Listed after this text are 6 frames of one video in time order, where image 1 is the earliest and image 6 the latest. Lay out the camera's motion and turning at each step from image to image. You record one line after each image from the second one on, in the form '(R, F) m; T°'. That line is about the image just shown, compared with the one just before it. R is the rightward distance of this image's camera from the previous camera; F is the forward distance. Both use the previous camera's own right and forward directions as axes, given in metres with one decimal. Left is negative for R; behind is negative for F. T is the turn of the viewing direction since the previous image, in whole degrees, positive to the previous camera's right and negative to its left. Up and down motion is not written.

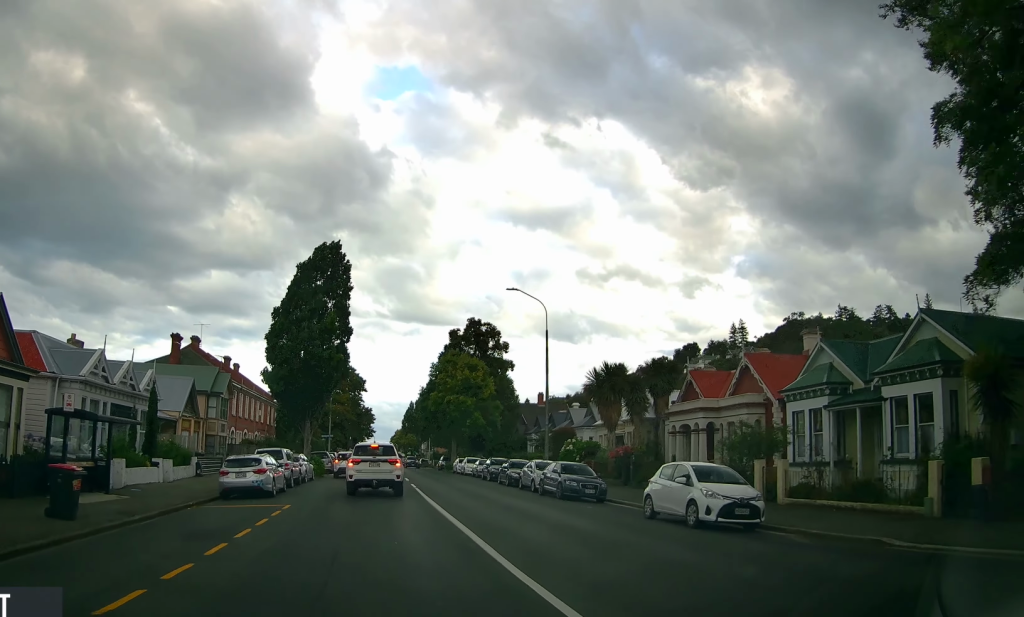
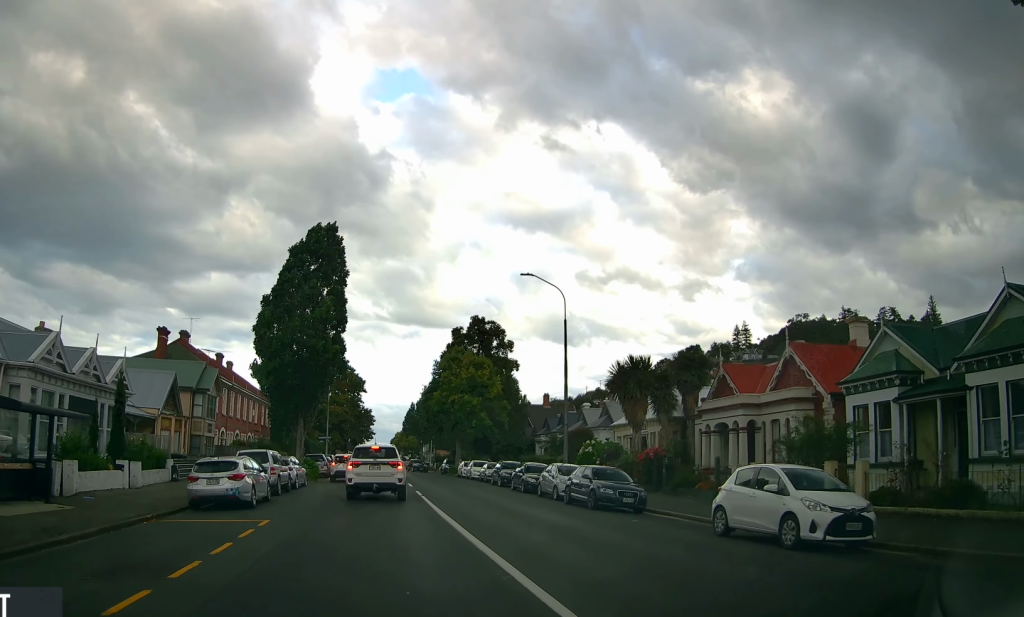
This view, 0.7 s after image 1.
(+0.1, +4.3) m; -1°
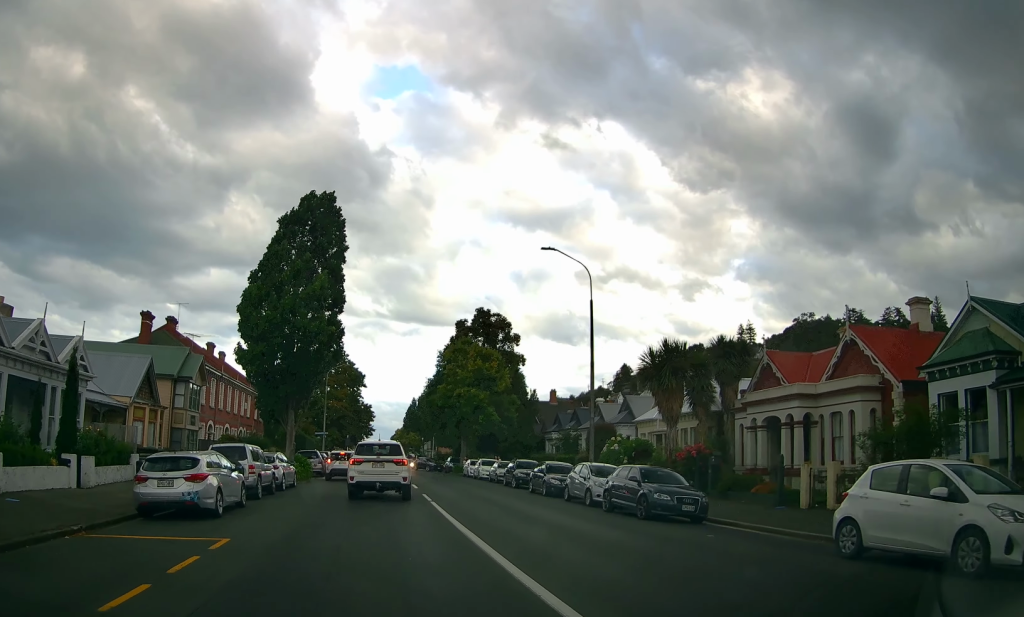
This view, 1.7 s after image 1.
(-0.1, +5.1) m; -2°
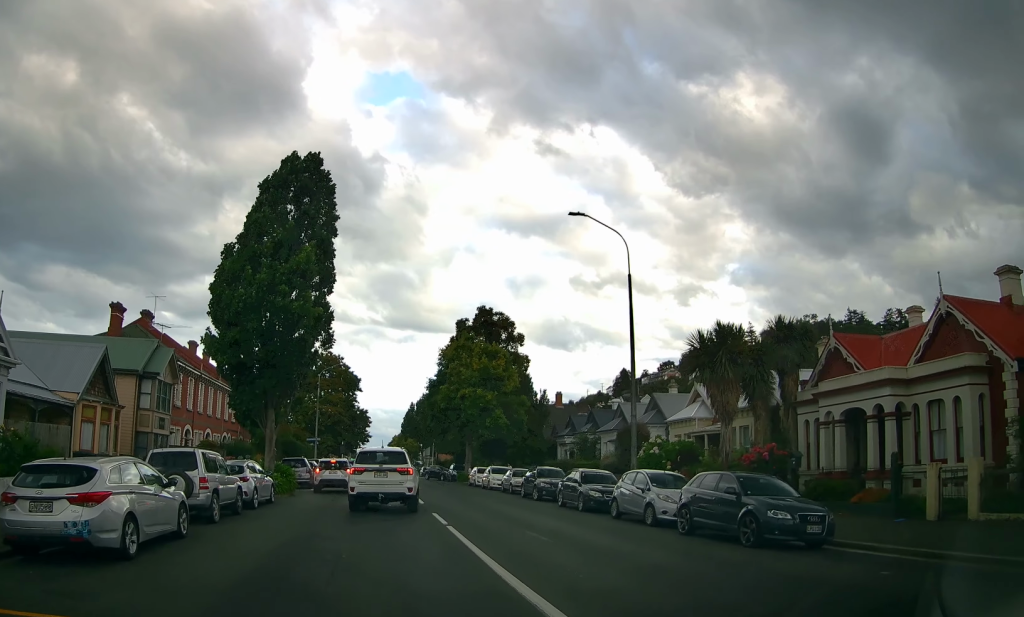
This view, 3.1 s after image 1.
(+0.4, +5.2) m; +3°
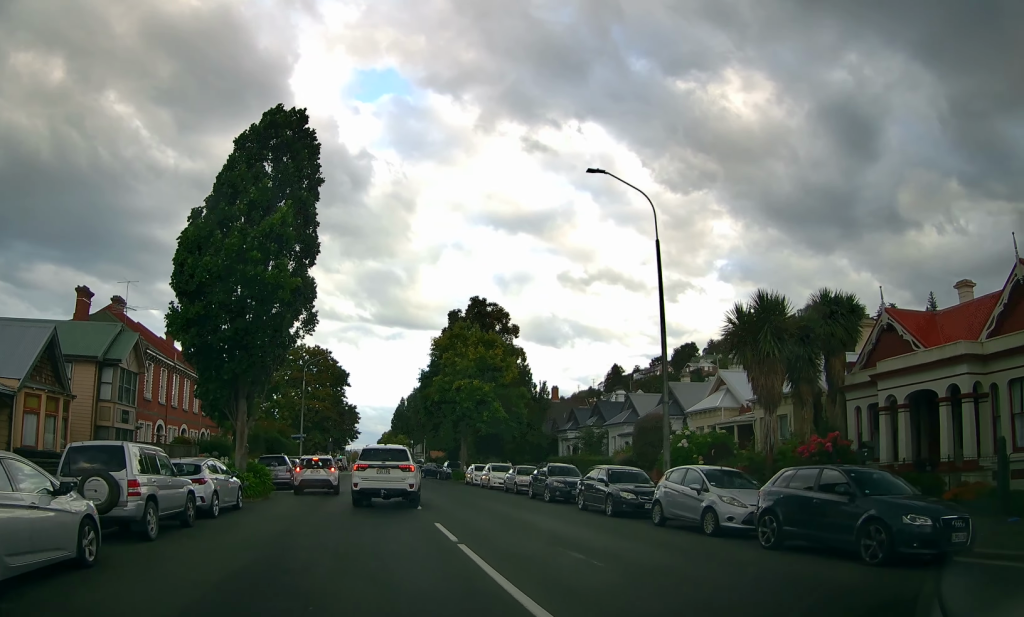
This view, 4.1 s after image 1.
(-0.6, +3.6) m; -1°
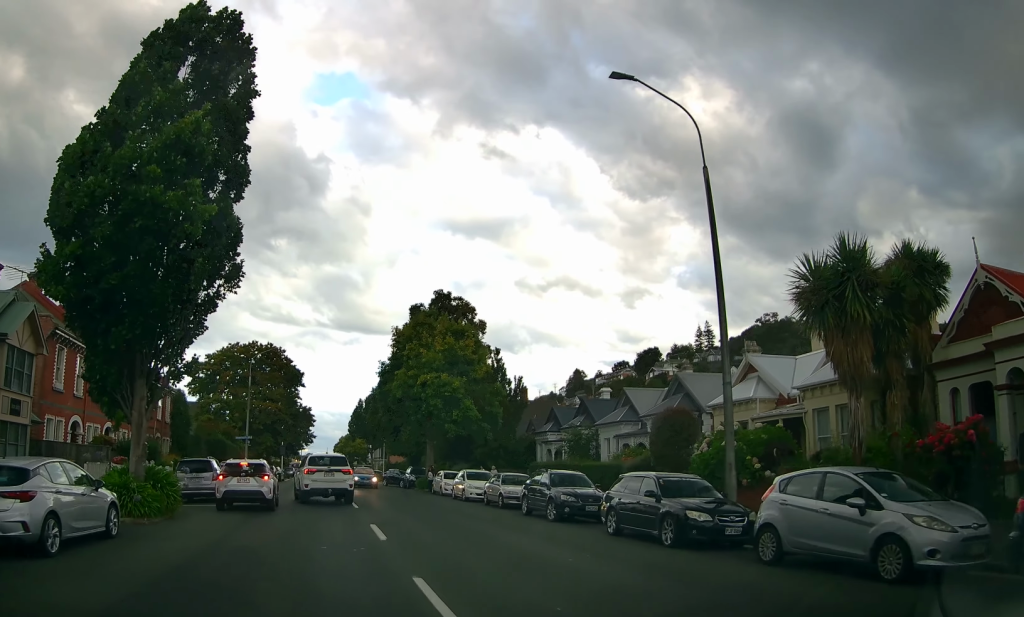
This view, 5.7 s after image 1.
(+1.0, +6.4) m; +10°
